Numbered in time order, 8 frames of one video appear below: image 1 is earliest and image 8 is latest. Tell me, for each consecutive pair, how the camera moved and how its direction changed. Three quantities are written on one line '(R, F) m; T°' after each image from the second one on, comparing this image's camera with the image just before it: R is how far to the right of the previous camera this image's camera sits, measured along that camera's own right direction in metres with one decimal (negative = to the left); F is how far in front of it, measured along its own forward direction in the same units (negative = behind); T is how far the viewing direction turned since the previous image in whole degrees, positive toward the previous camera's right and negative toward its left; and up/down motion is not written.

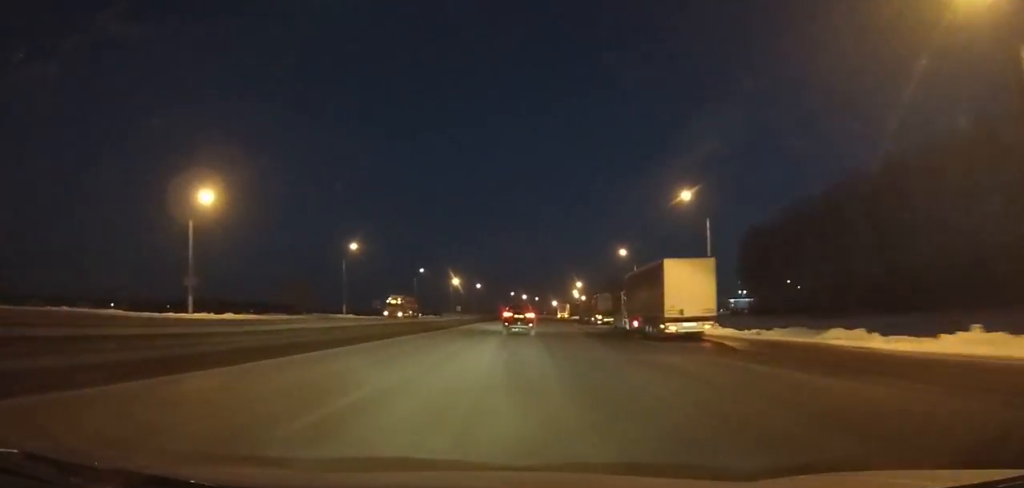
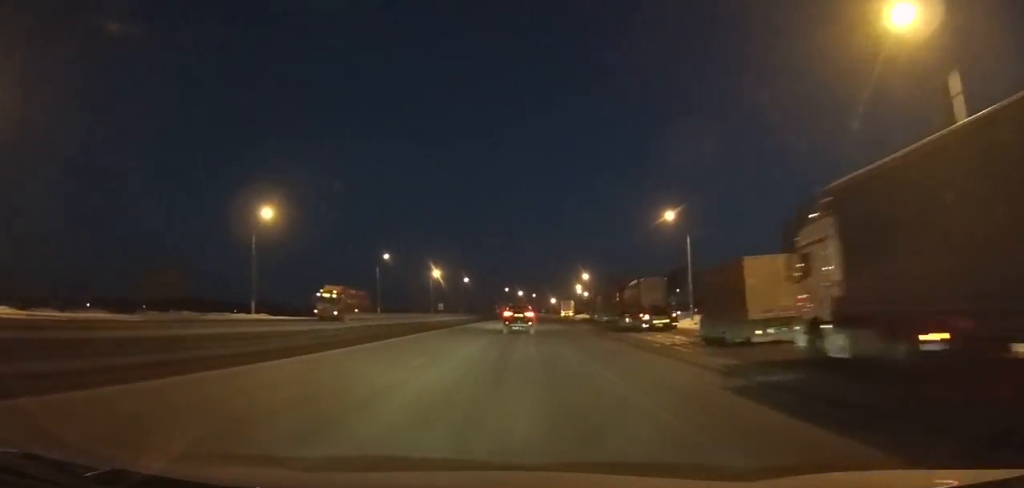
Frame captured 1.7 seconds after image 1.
(+0.1, +29.5) m; 0°
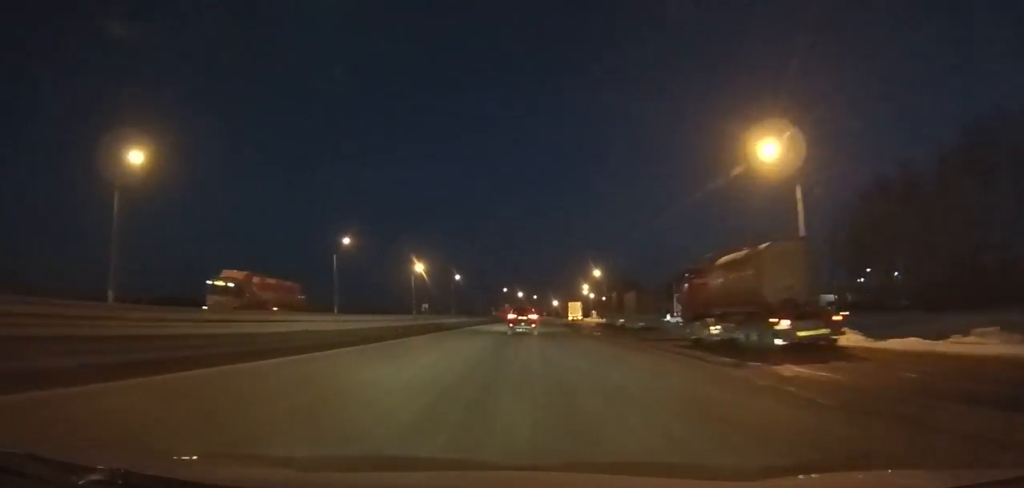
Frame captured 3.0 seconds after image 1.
(0.0, +22.6) m; 0°
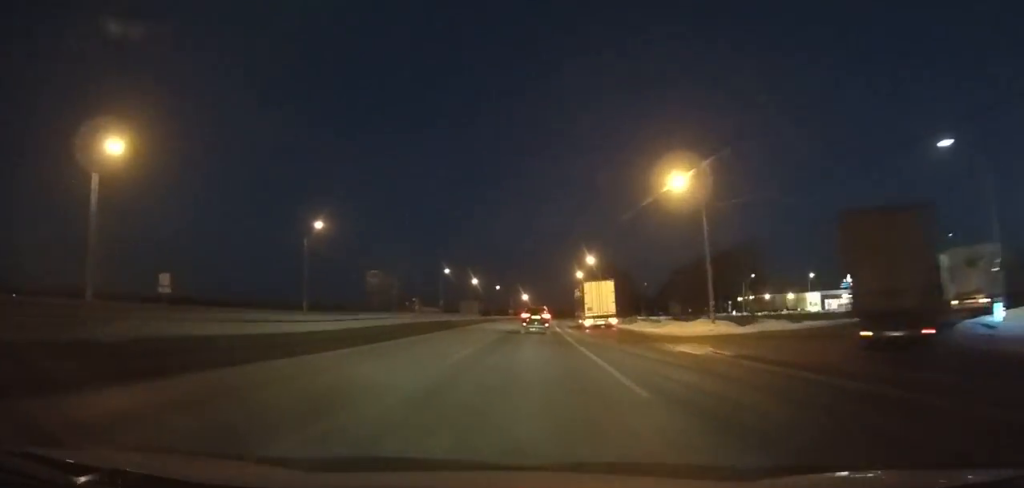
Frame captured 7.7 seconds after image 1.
(+2.1, +81.3) m; +3°
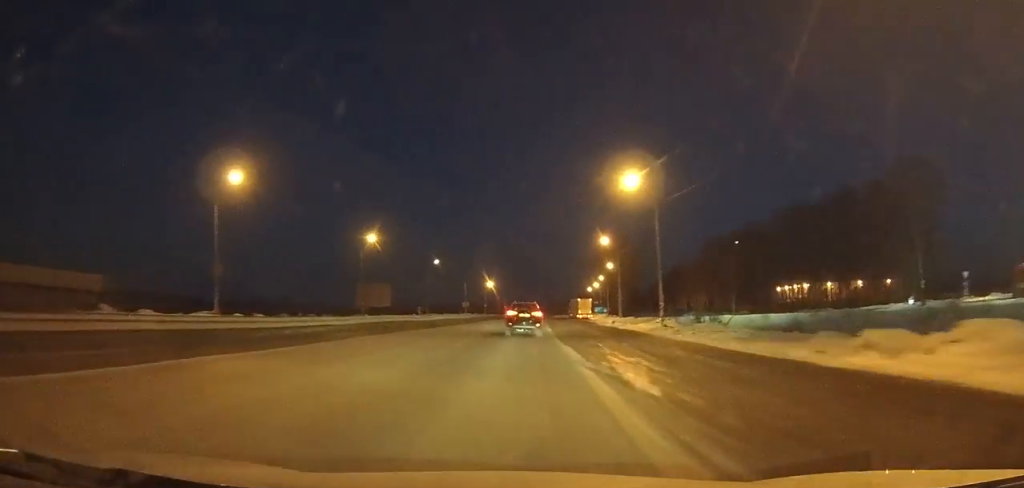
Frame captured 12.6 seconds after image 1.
(+2.3, +83.2) m; +3°
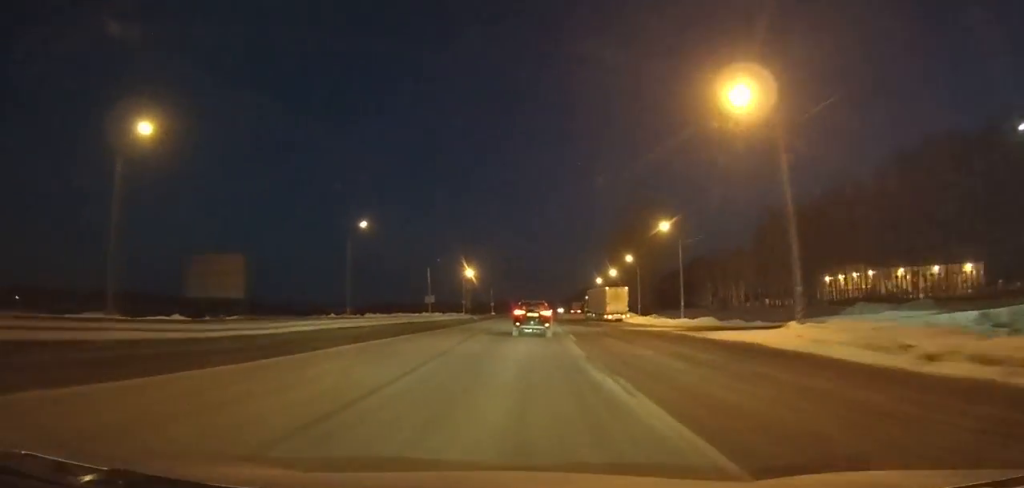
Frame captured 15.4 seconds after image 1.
(+0.2, +46.2) m; +1°
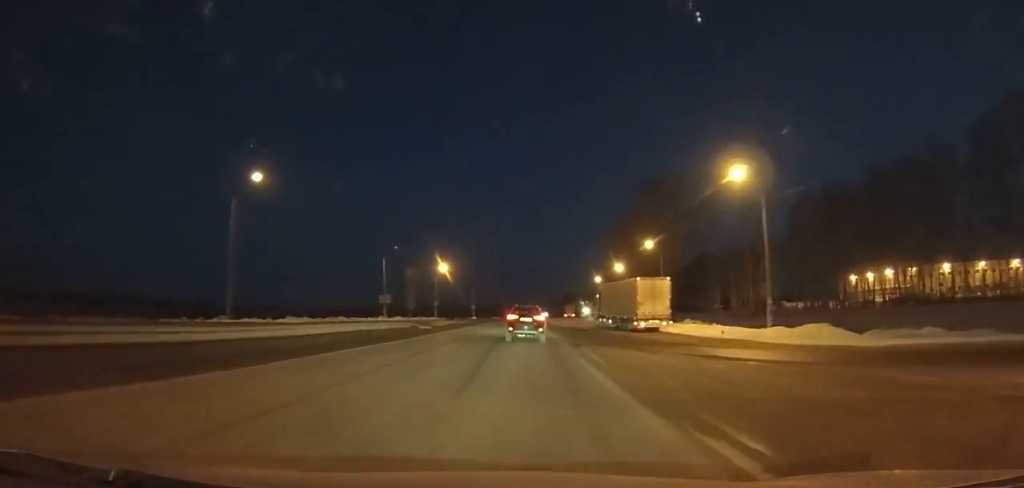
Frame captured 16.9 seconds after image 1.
(+0.3, +24.6) m; 0°
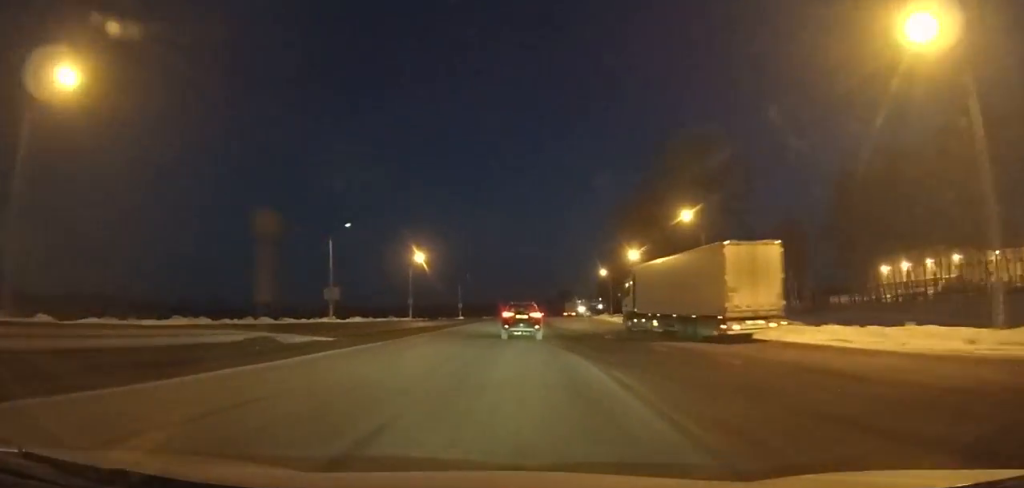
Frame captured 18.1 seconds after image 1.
(+0.1, +19.6) m; 0°
